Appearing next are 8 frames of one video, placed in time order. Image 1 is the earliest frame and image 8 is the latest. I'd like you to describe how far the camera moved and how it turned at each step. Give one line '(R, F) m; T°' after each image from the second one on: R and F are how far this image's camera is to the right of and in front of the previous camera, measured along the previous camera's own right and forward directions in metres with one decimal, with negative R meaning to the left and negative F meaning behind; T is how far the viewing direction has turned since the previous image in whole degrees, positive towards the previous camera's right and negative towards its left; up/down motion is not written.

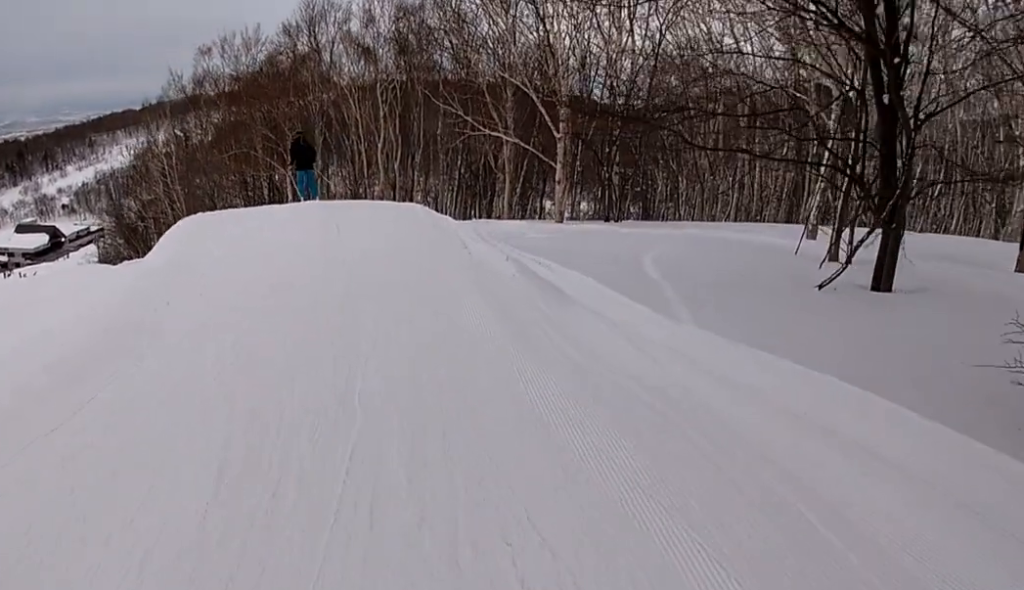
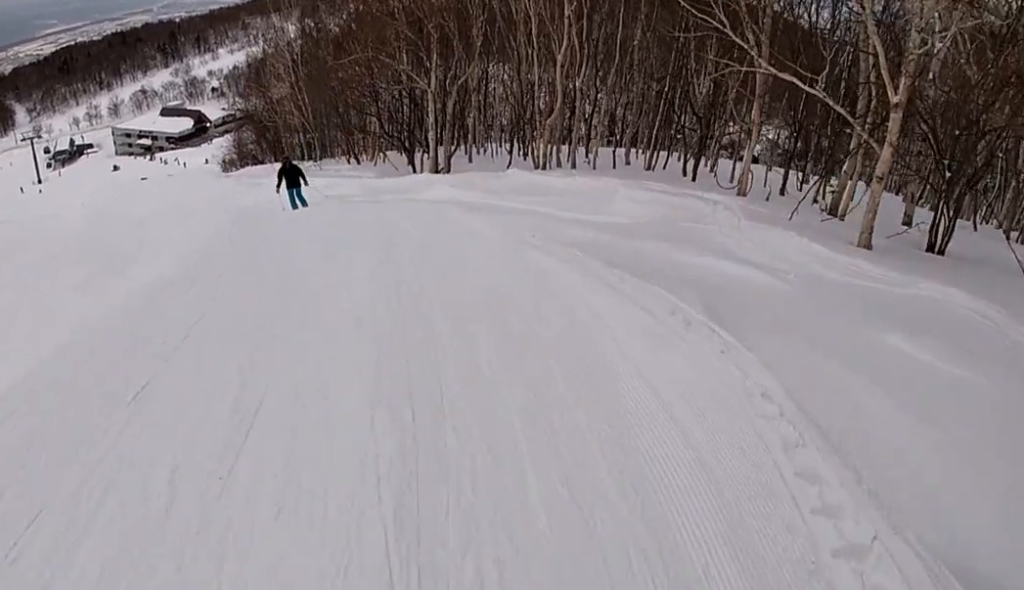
(-0.8, +9.2) m; -5°
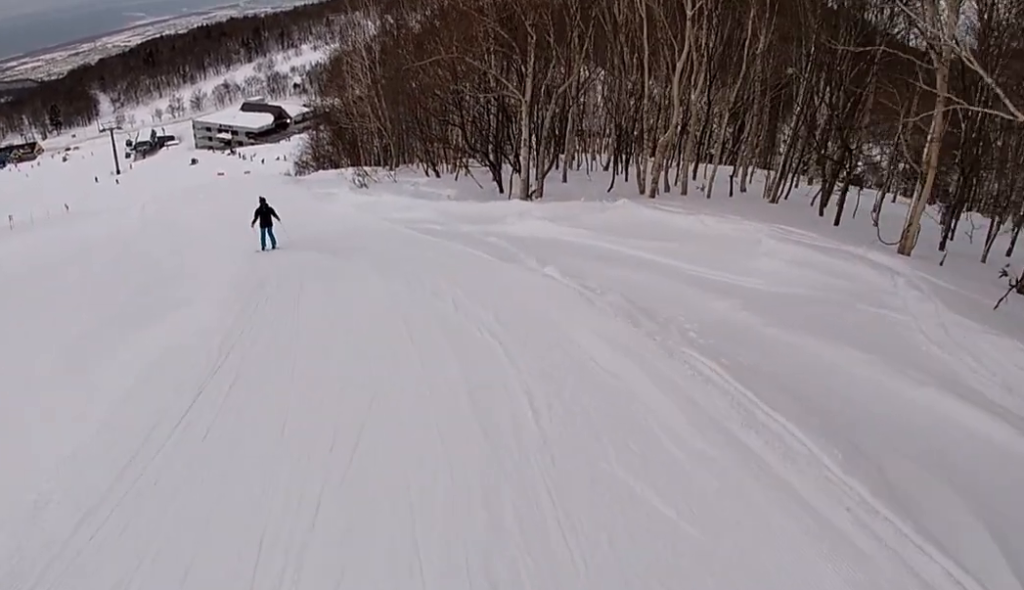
(0.0, +5.4) m; -7°
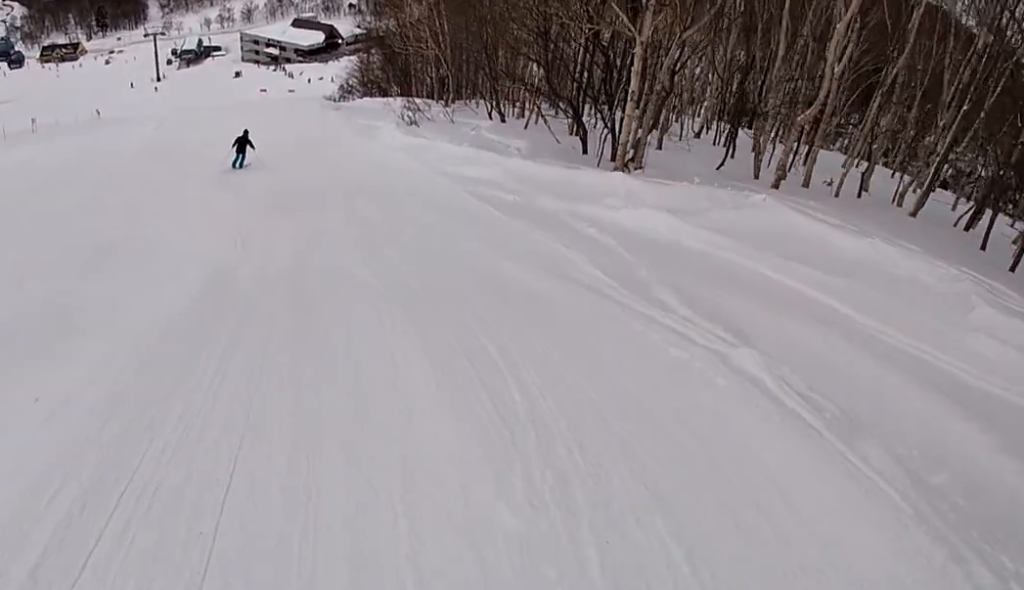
(-0.6, +5.6) m; -17°
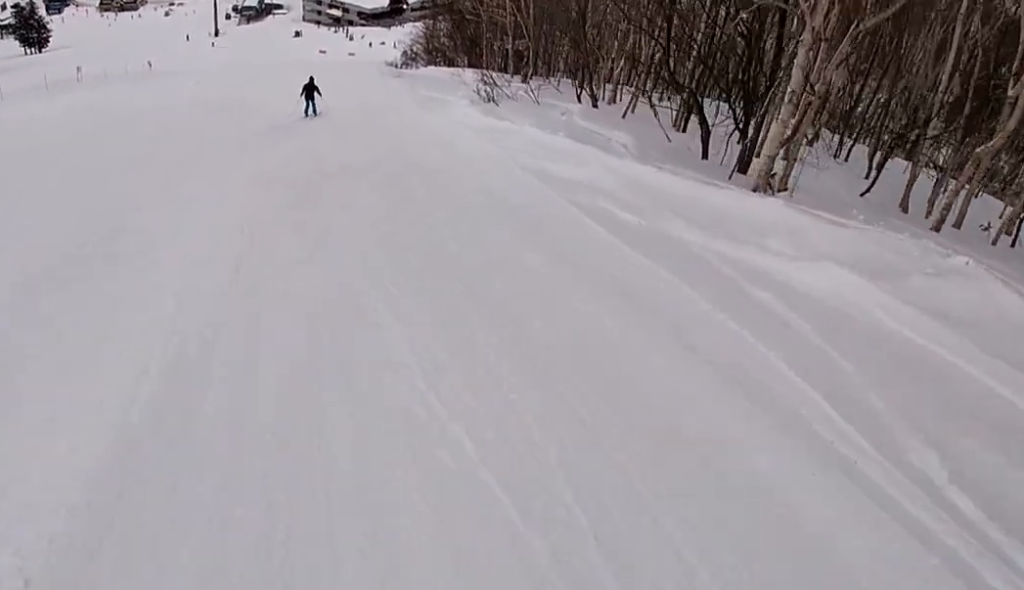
(-0.8, +3.9) m; -10°
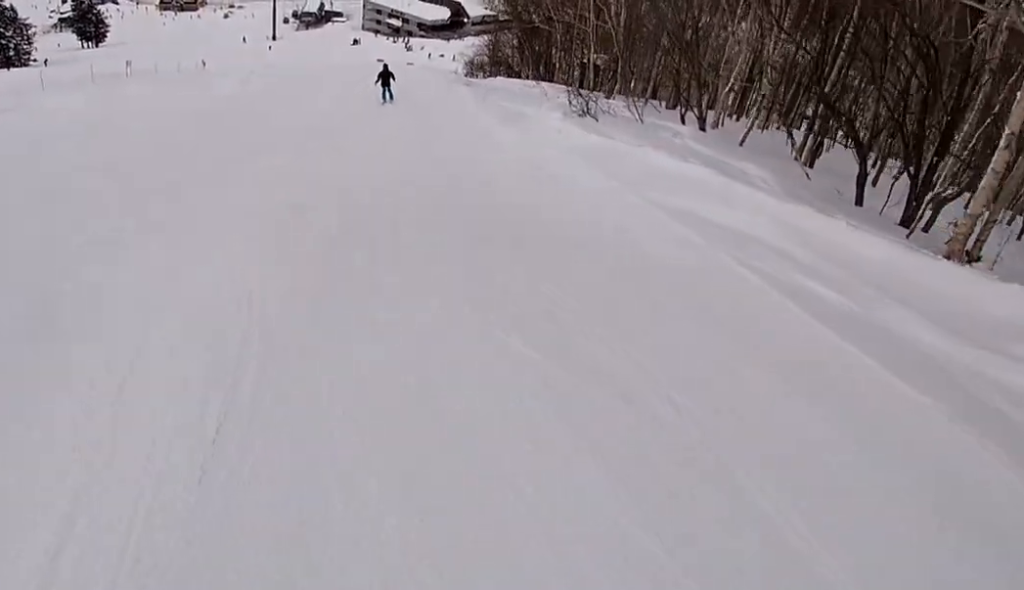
(-0.1, +3.4) m; 0°
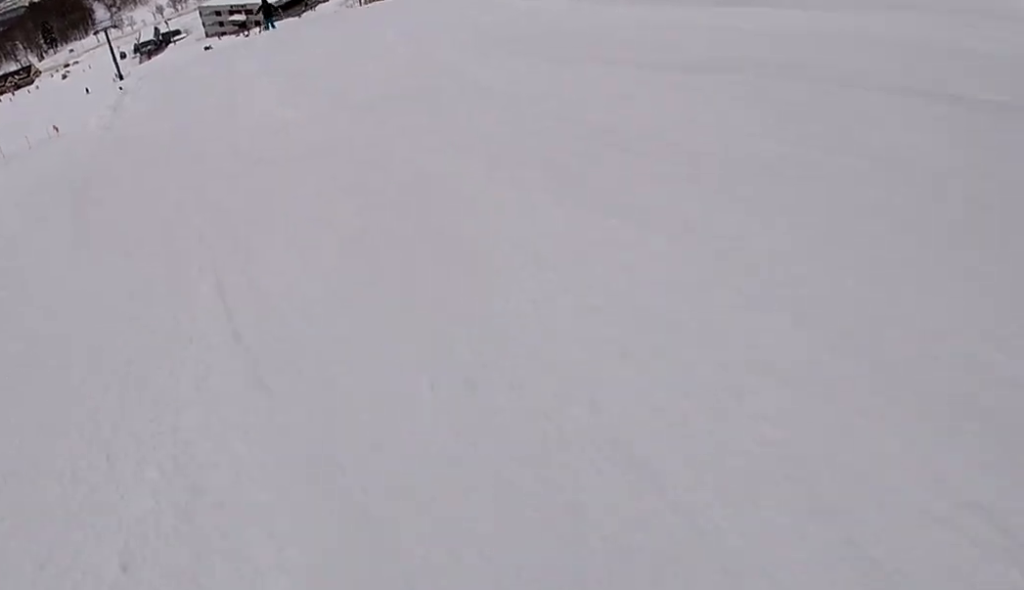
(+0.5, +11.9) m; +8°
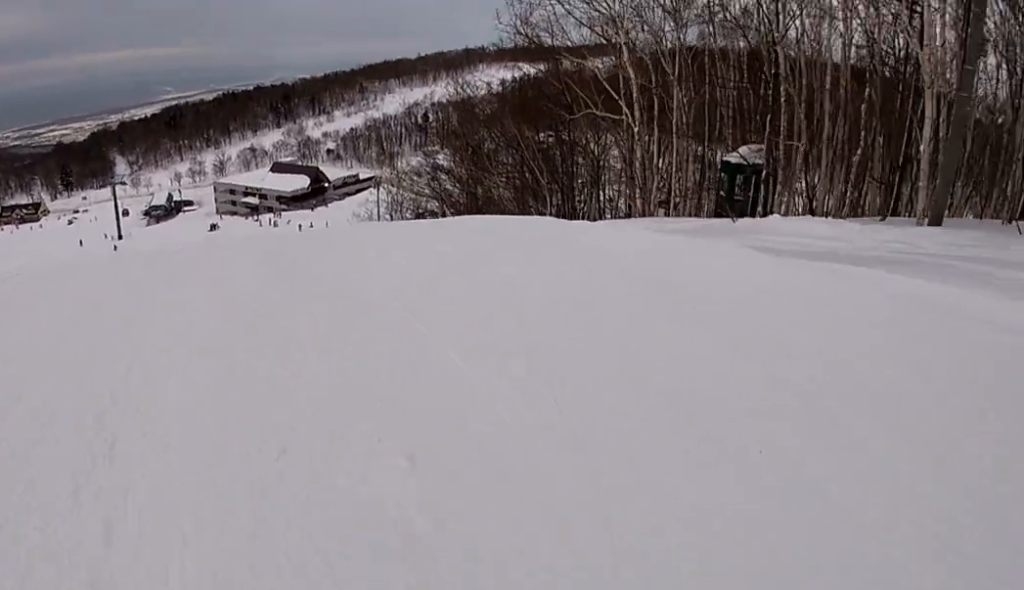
(+0.6, +11.8) m; 0°
